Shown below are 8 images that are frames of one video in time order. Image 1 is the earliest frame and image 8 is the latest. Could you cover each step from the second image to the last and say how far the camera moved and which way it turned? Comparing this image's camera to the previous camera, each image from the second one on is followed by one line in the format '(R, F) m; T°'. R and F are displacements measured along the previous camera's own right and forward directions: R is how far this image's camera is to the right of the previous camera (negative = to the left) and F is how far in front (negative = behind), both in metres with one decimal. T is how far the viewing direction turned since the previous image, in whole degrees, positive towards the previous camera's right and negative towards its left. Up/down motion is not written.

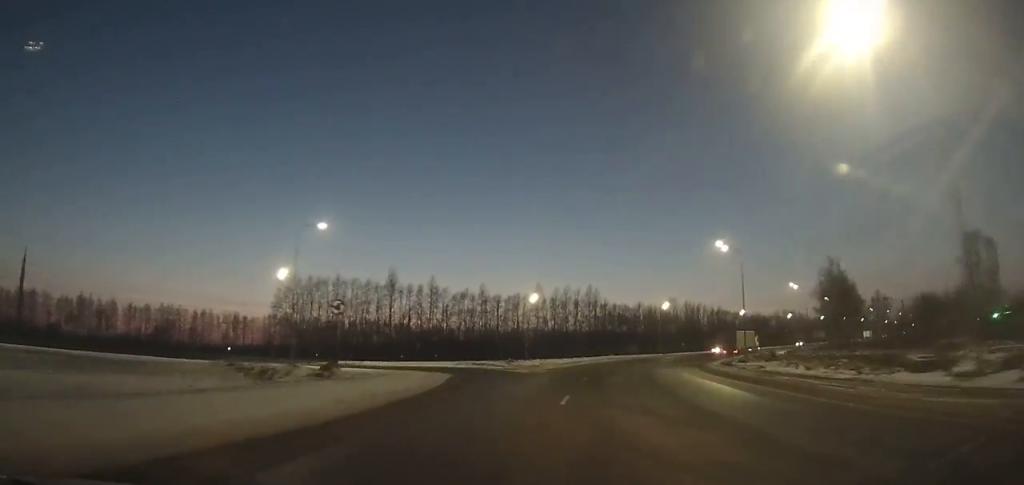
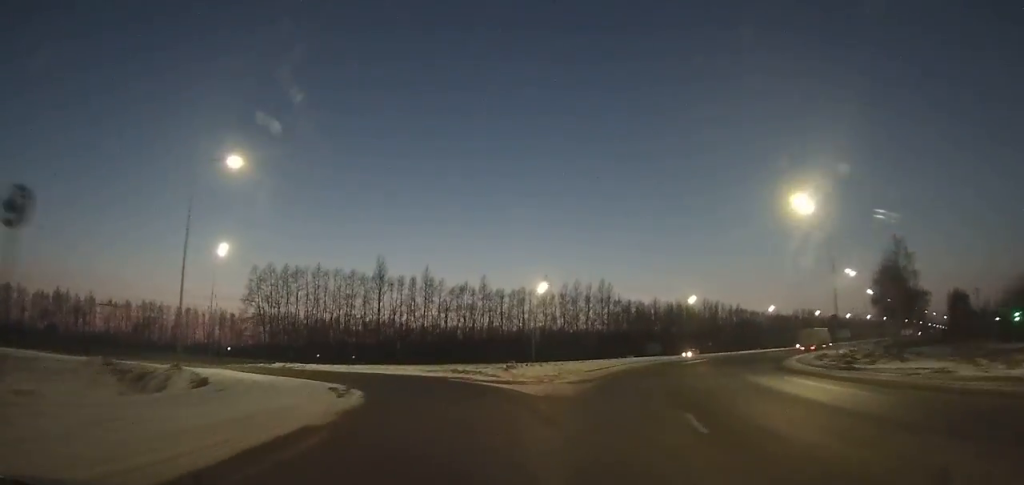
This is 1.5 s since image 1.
(-0.6, +13.0) m; -7°
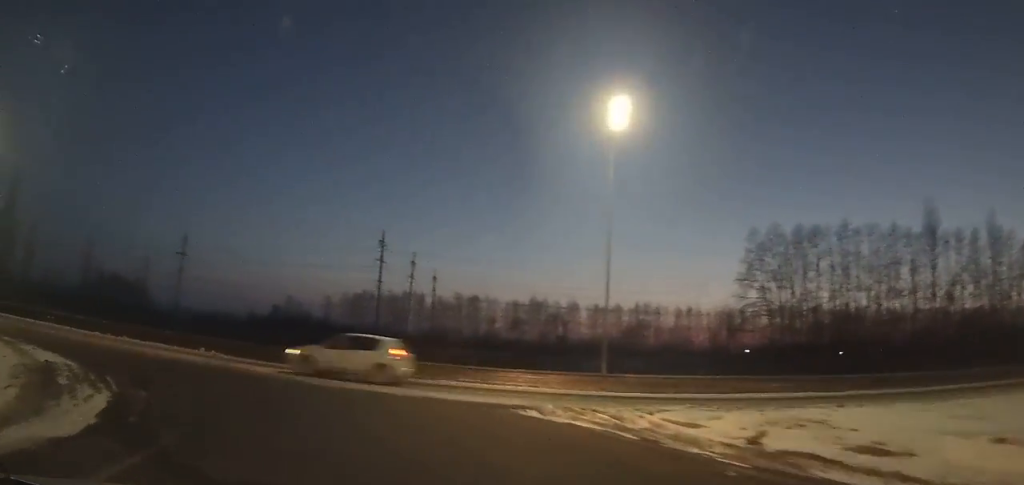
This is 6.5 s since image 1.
(-8.7, +31.5) m; -54°
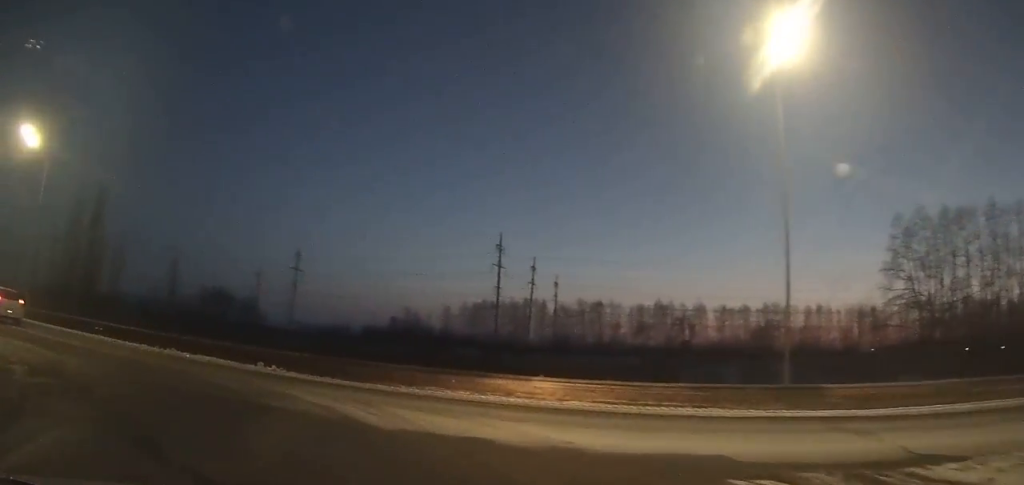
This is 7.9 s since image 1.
(-3.6, +6.3) m; -23°
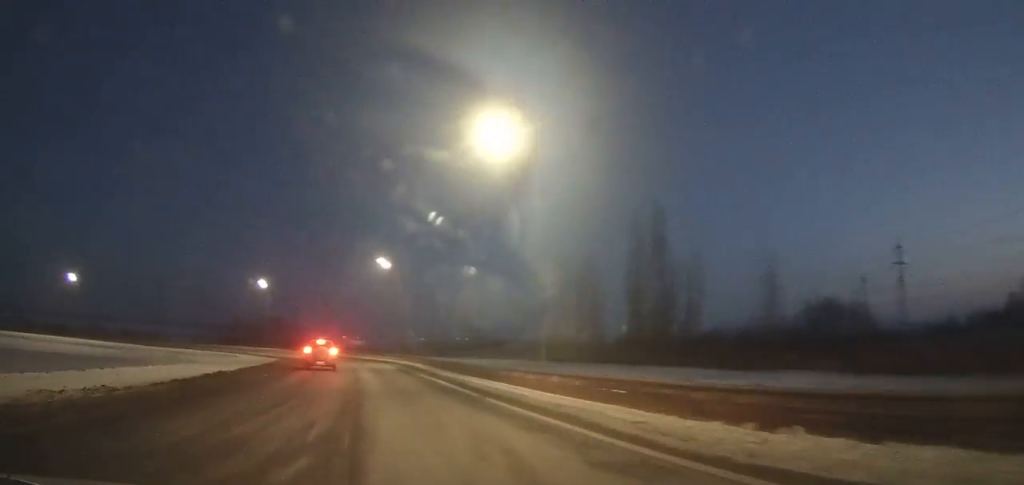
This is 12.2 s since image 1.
(-12.9, +22.1) m; -44°
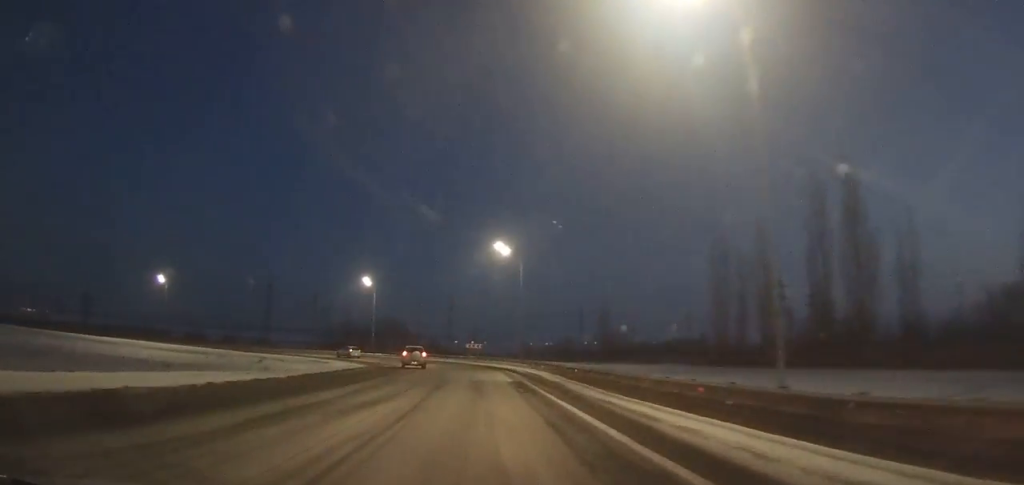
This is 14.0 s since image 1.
(-1.3, +14.7) m; -6°
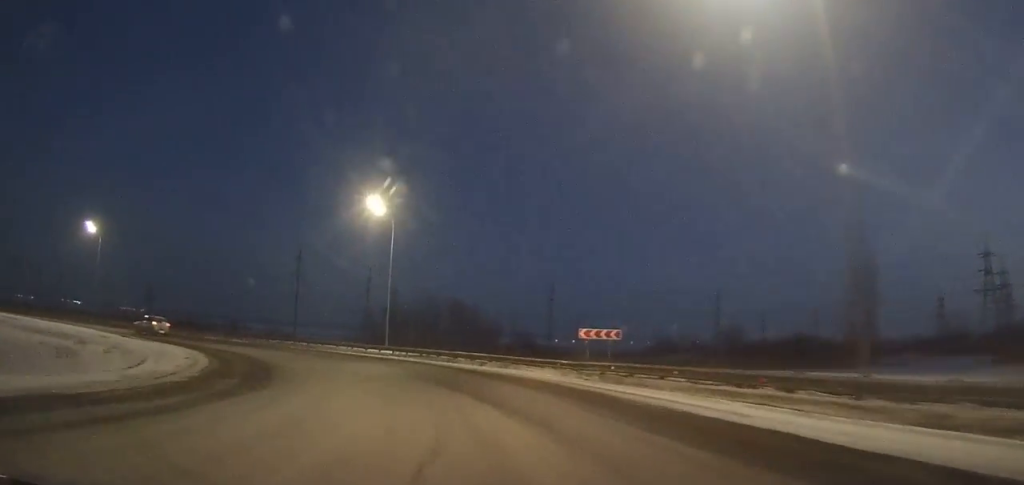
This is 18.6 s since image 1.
(-4.1, +44.0) m; -23°
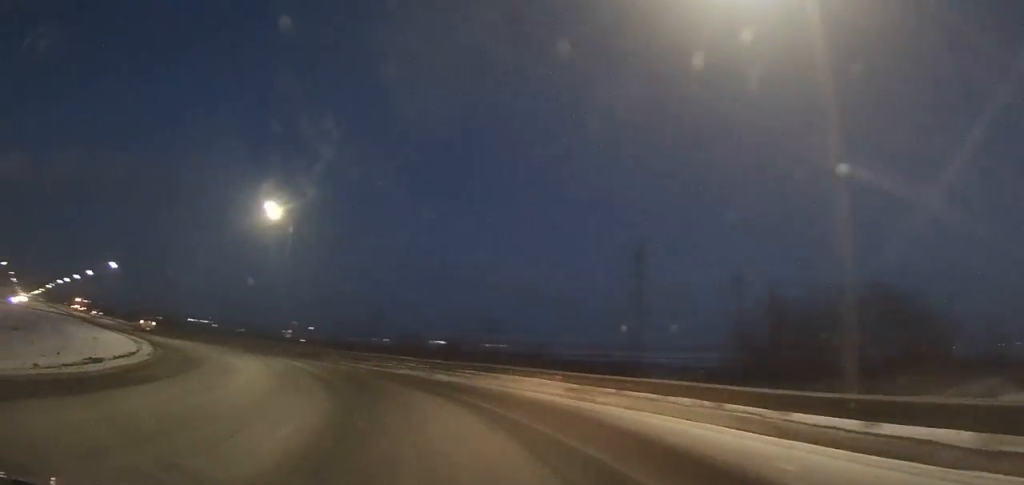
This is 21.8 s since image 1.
(-10.1, +34.2) m; -35°
